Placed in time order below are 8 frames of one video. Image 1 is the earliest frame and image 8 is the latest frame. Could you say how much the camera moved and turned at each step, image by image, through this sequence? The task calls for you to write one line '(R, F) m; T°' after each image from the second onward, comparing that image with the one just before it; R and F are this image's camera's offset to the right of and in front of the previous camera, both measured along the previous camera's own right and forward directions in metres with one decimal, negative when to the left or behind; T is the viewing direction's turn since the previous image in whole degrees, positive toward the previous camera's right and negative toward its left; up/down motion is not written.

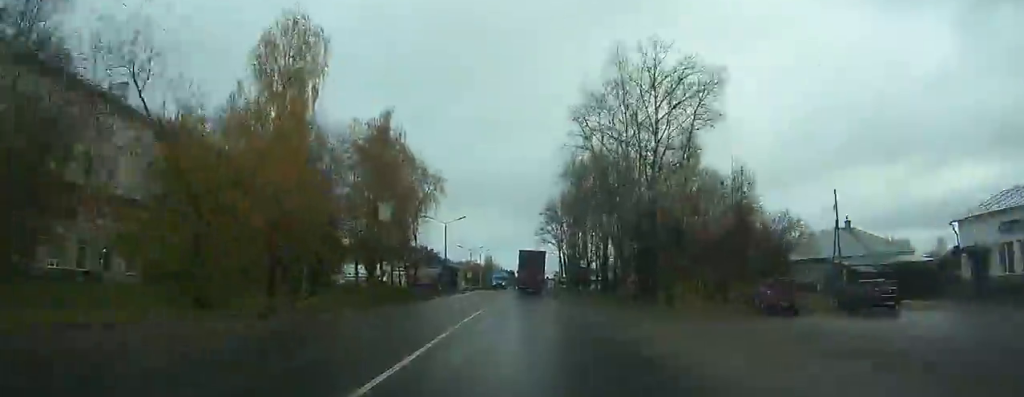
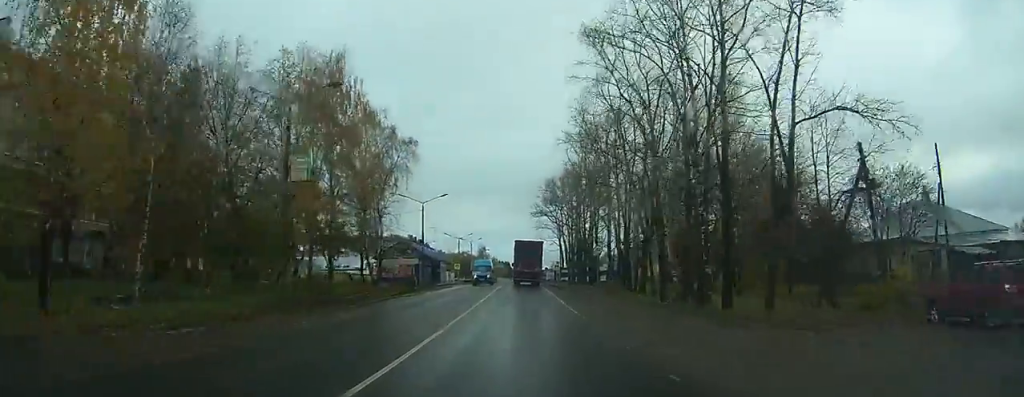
(+0.1, +16.3) m; 0°
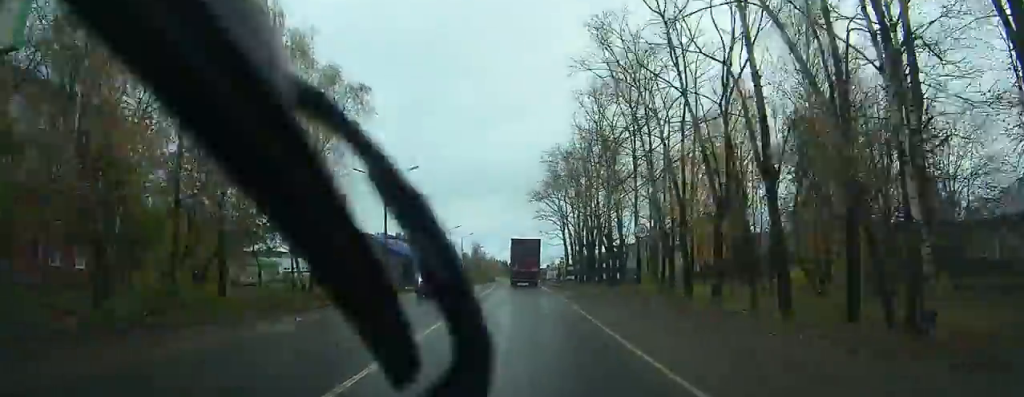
(0.0, +17.9) m; +1°
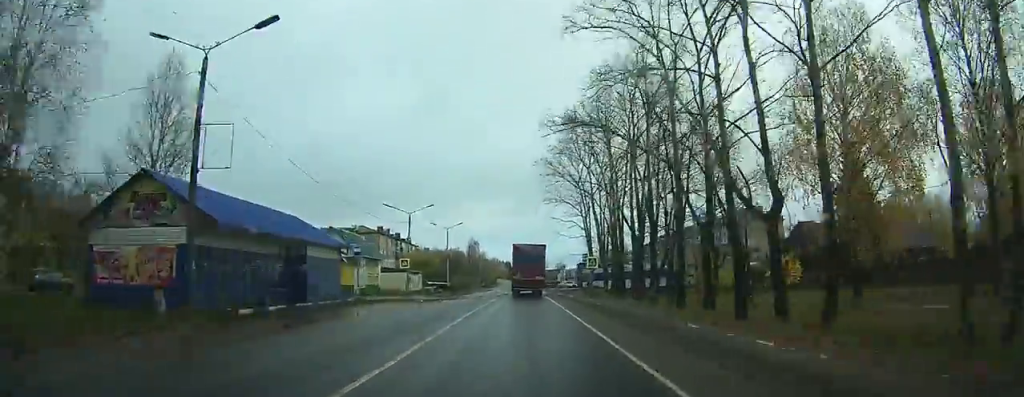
(+0.2, +30.7) m; 0°
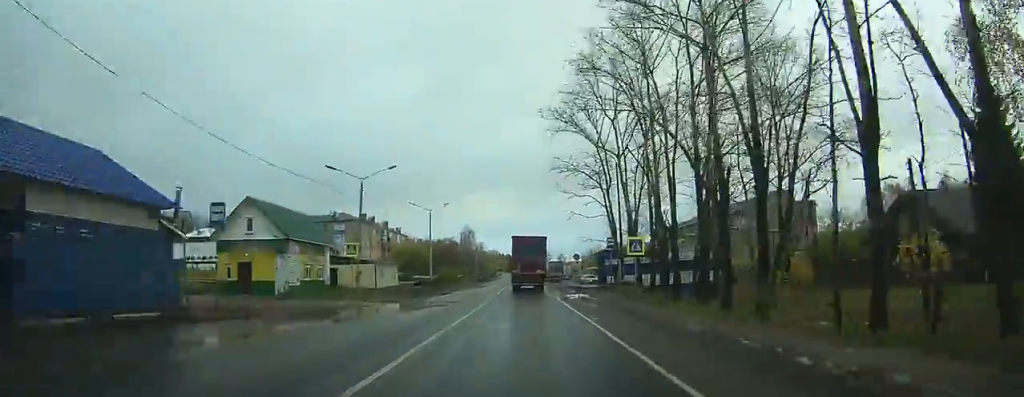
(+0.1, +18.3) m; 0°
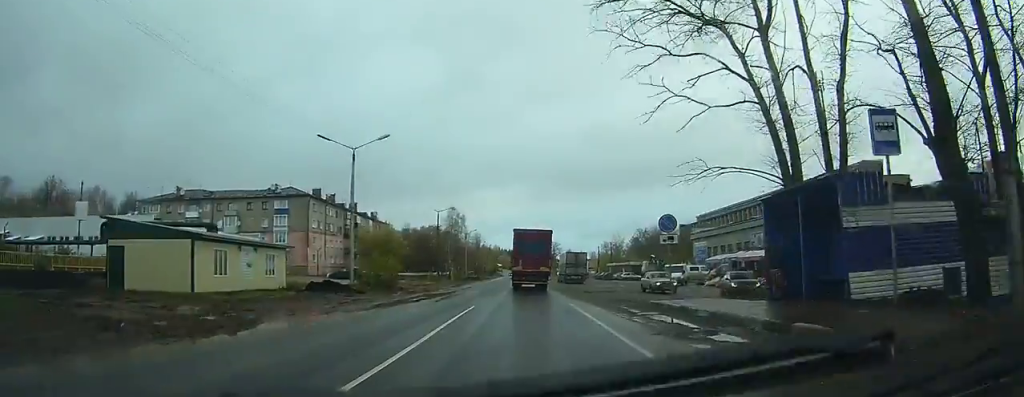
(-0.4, +36.6) m; -1°
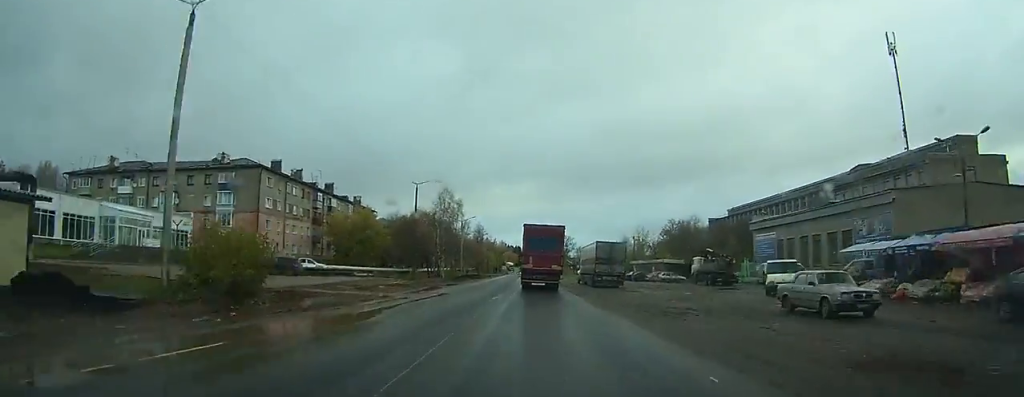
(0.0, +23.3) m; 0°
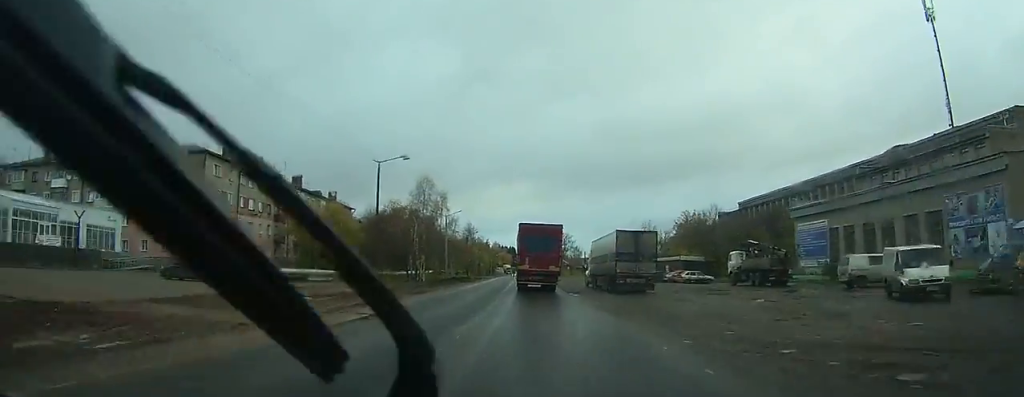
(+0.1, +13.7) m; 0°
